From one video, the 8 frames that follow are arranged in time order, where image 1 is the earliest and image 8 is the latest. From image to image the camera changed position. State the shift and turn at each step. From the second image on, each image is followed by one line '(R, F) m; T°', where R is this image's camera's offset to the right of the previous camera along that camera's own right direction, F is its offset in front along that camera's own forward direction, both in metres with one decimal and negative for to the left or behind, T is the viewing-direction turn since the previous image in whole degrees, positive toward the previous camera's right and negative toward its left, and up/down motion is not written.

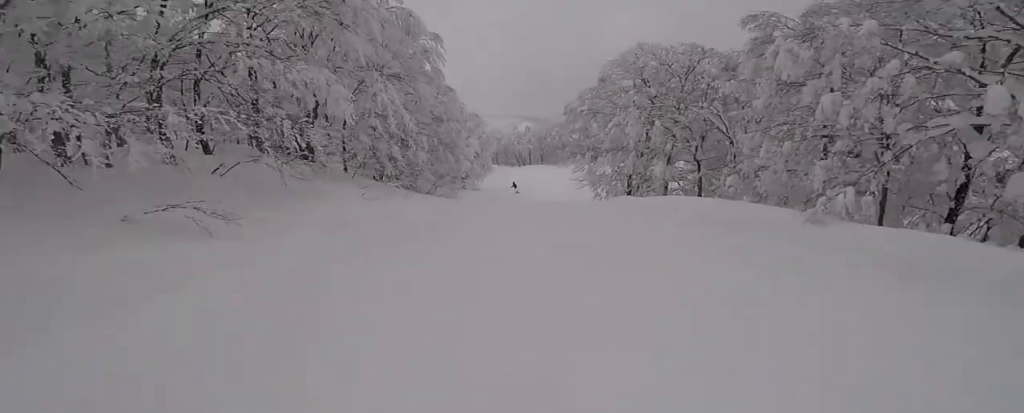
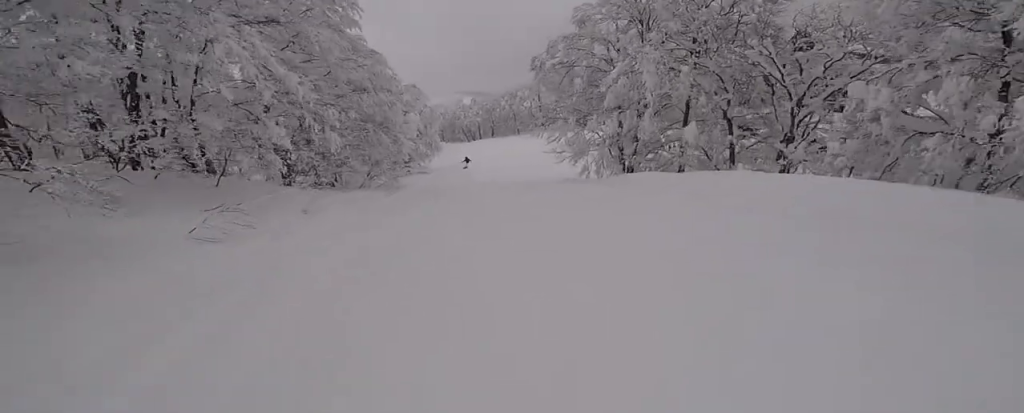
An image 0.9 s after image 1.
(-0.7, +7.7) m; 0°
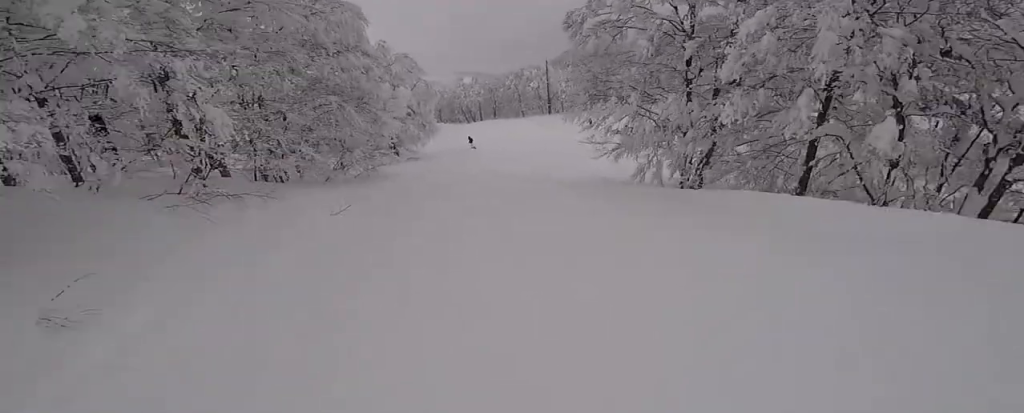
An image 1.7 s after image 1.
(+0.7, +7.5) m; +5°
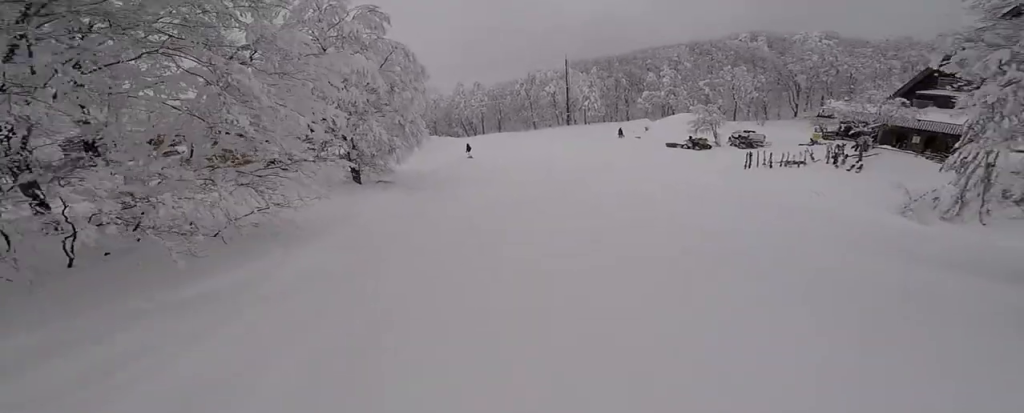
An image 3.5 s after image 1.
(+0.3, +16.7) m; -2°
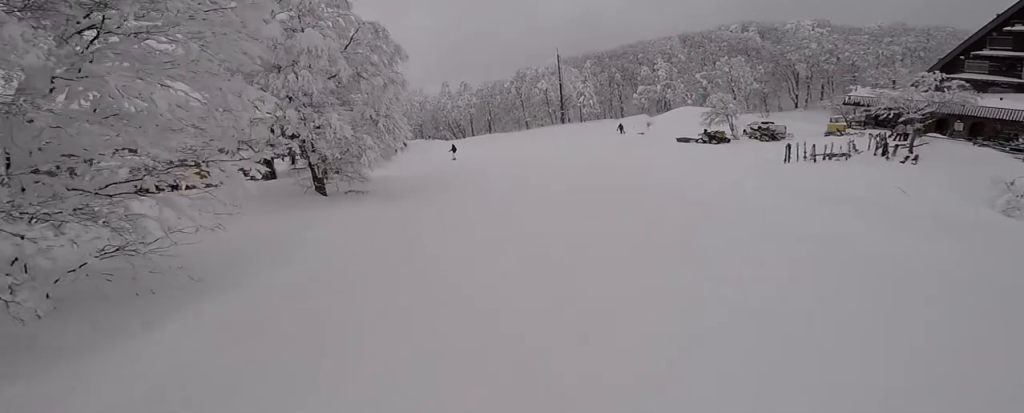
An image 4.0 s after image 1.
(+0.1, +4.7) m; -2°
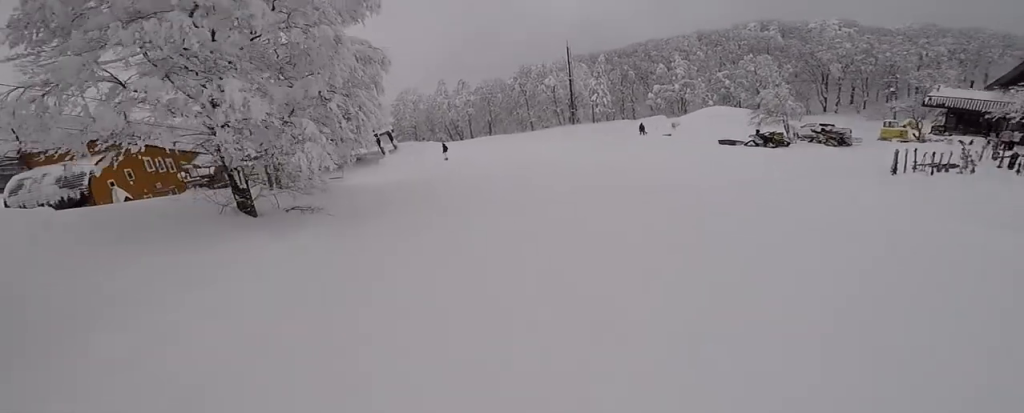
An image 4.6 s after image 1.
(-0.5, +6.3) m; +3°
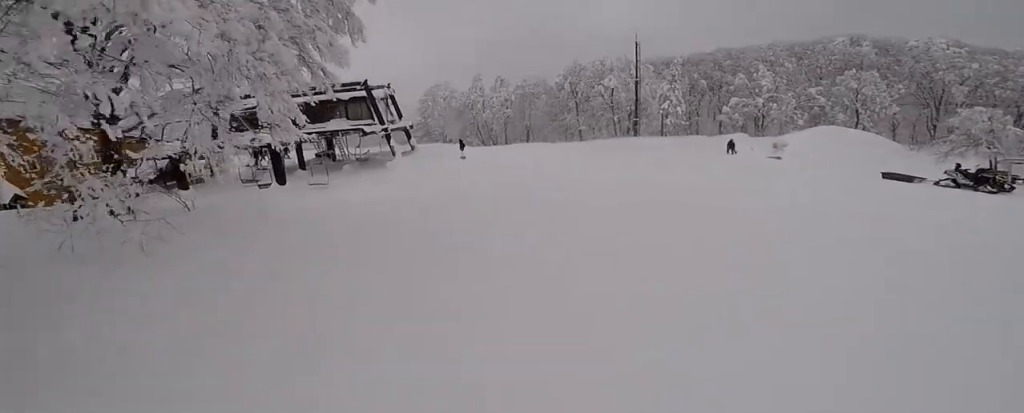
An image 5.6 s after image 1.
(+0.9, +10.3) m; +5°
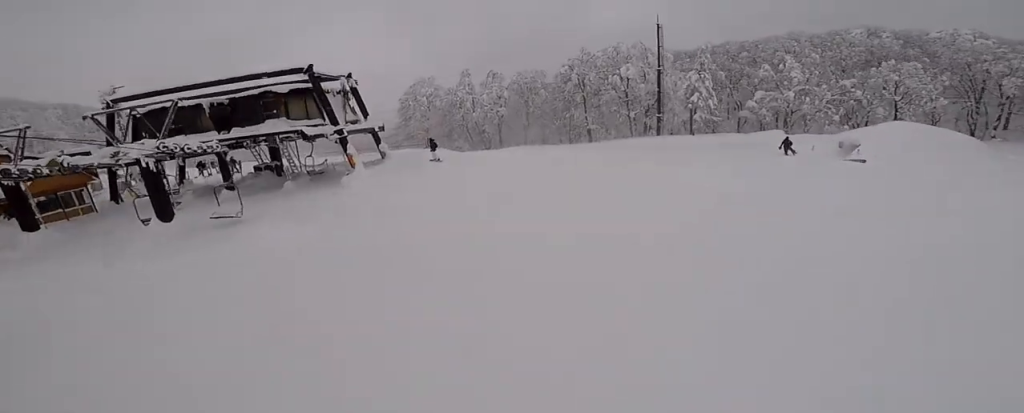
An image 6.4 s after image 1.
(0.0, +8.3) m; -1°
